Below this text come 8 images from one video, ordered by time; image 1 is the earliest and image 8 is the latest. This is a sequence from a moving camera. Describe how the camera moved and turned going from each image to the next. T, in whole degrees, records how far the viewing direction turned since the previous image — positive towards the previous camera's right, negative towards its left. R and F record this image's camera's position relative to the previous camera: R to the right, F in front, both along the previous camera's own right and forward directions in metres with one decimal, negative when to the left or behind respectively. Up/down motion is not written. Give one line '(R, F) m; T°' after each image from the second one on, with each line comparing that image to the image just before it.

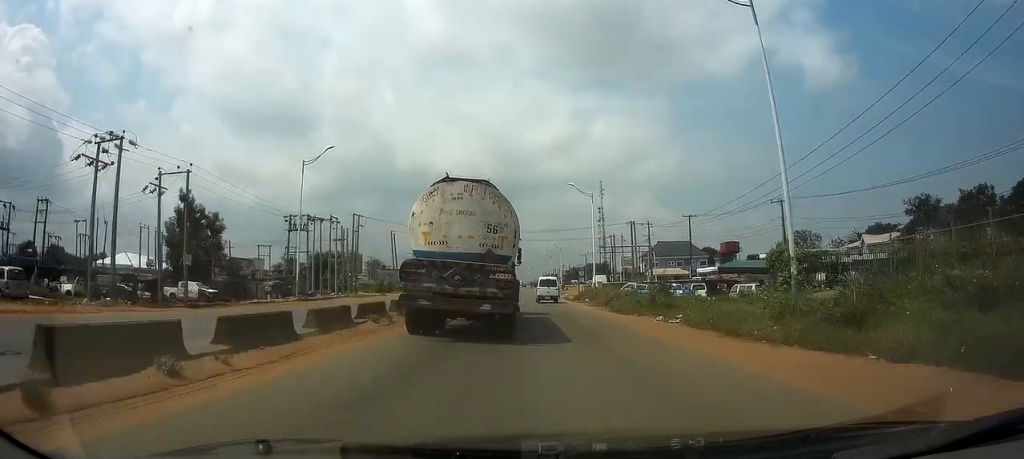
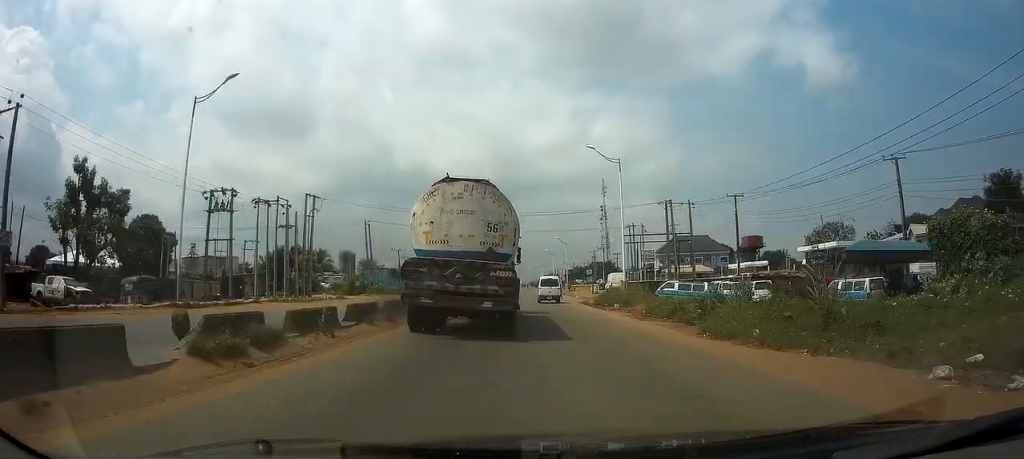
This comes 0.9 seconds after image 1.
(+0.1, +15.6) m; +1°
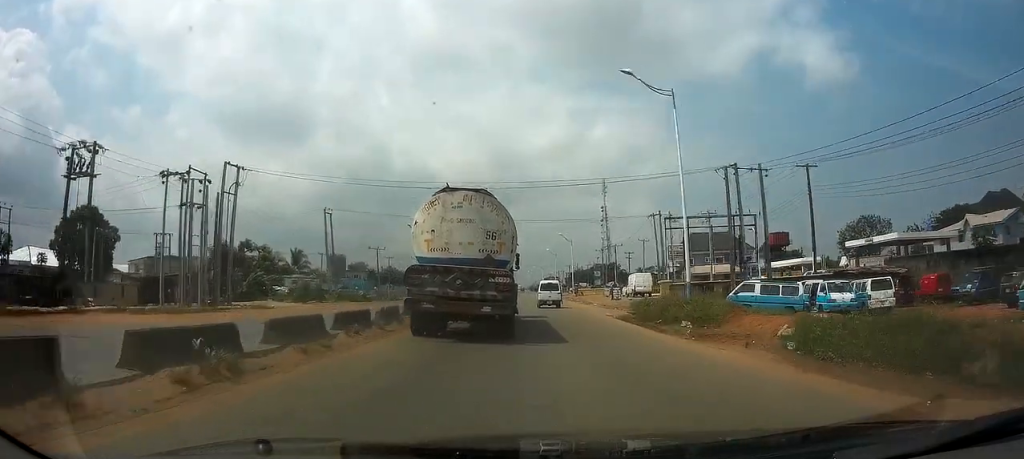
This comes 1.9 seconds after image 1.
(+0.1, +16.1) m; 0°
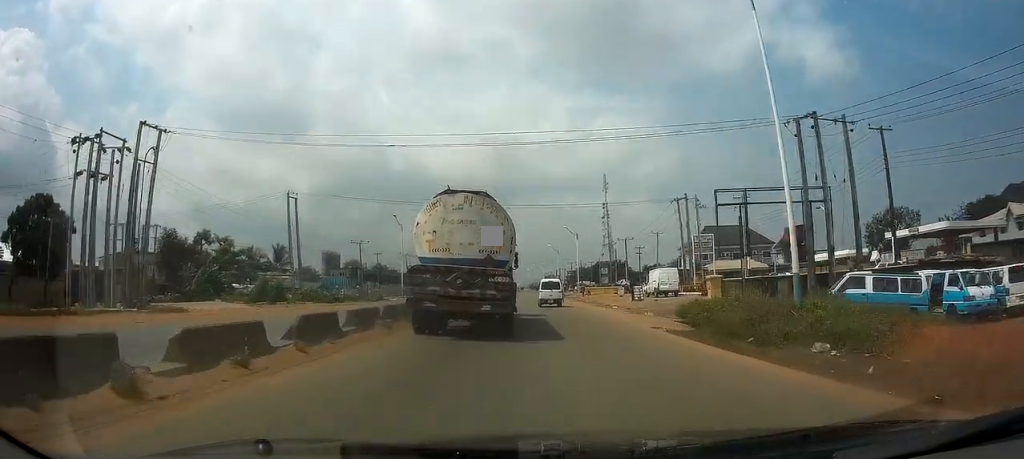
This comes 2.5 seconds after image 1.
(-0.1, +10.1) m; 0°
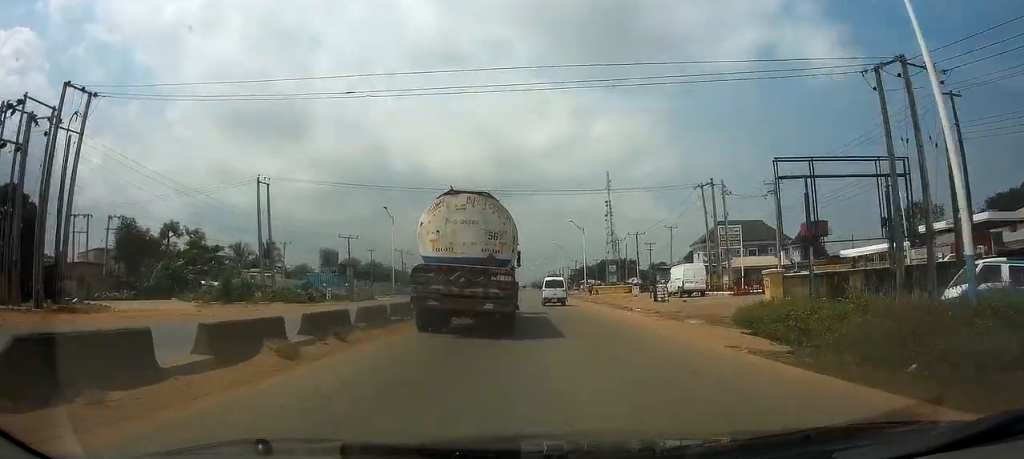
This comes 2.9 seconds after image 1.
(0.0, +6.8) m; 0°
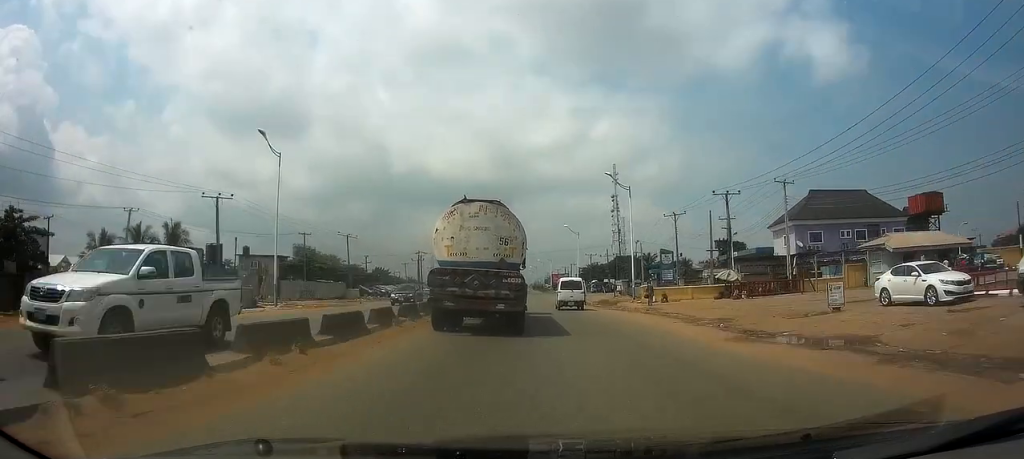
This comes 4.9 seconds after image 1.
(0.0, +35.4) m; 0°
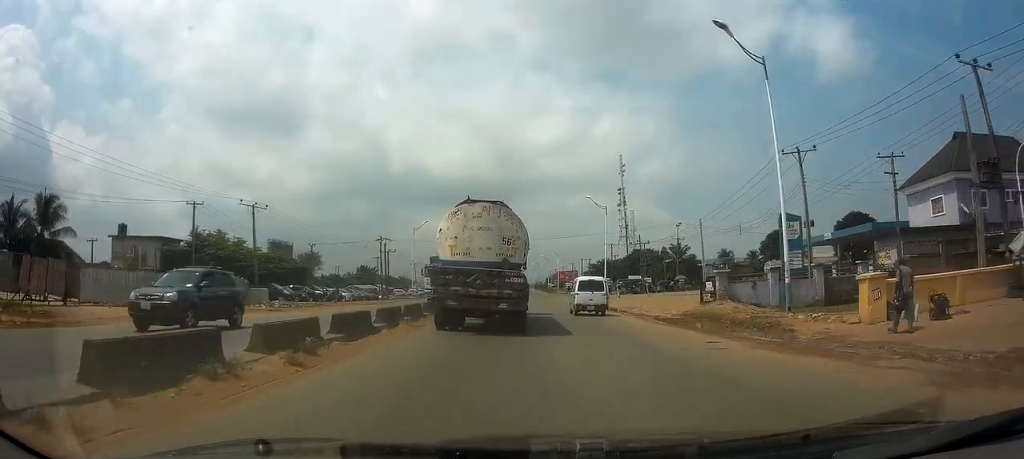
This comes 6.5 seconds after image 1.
(0.0, +28.8) m; 0°
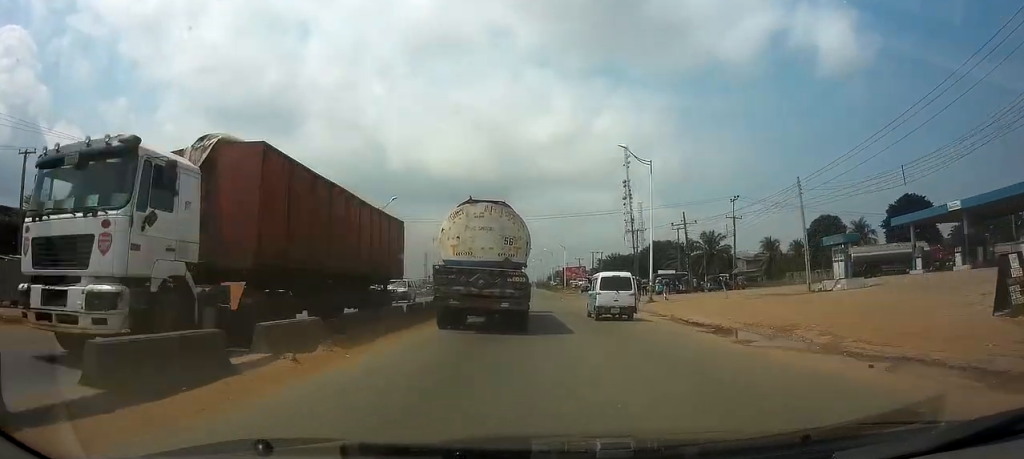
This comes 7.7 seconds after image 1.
(+0.1, +22.0) m; 0°
